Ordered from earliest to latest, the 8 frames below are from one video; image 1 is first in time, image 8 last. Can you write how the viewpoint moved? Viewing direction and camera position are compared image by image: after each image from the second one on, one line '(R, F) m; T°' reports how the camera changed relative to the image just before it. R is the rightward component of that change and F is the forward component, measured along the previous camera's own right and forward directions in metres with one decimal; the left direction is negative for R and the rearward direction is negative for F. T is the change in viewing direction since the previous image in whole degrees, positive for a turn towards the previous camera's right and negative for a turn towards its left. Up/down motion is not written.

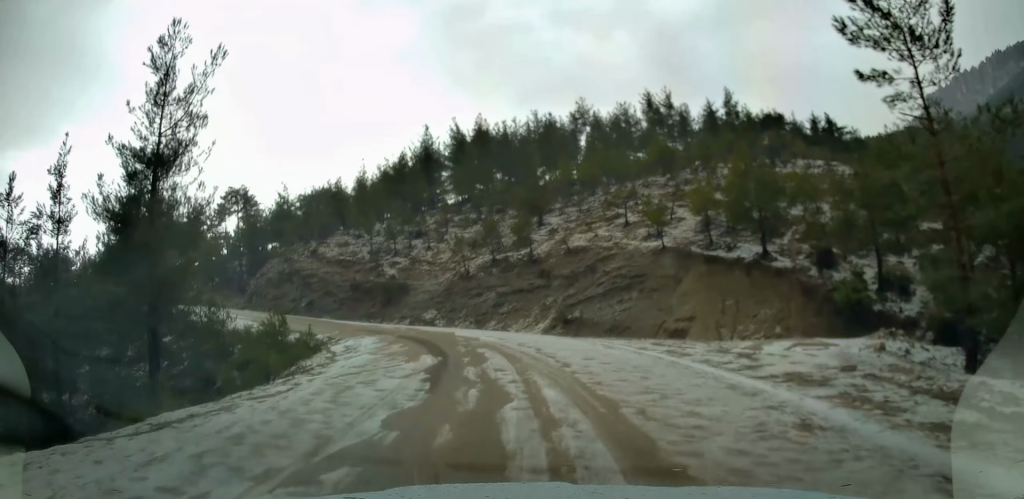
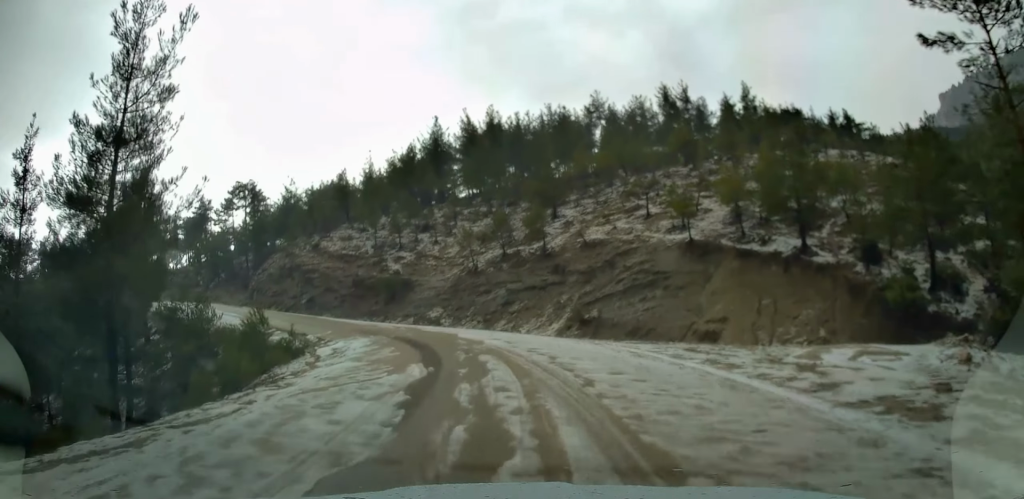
(0.0, +2.8) m; -1°
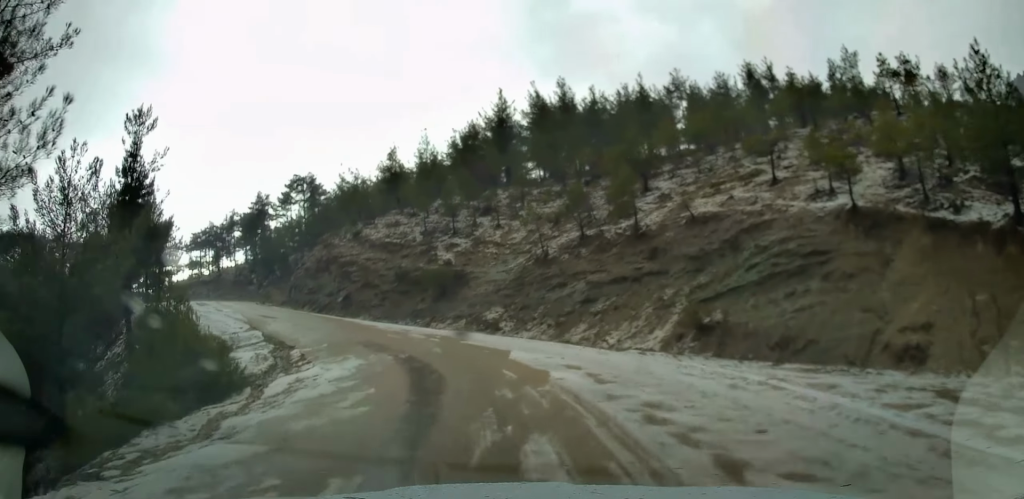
(-0.3, +8.9) m; -8°
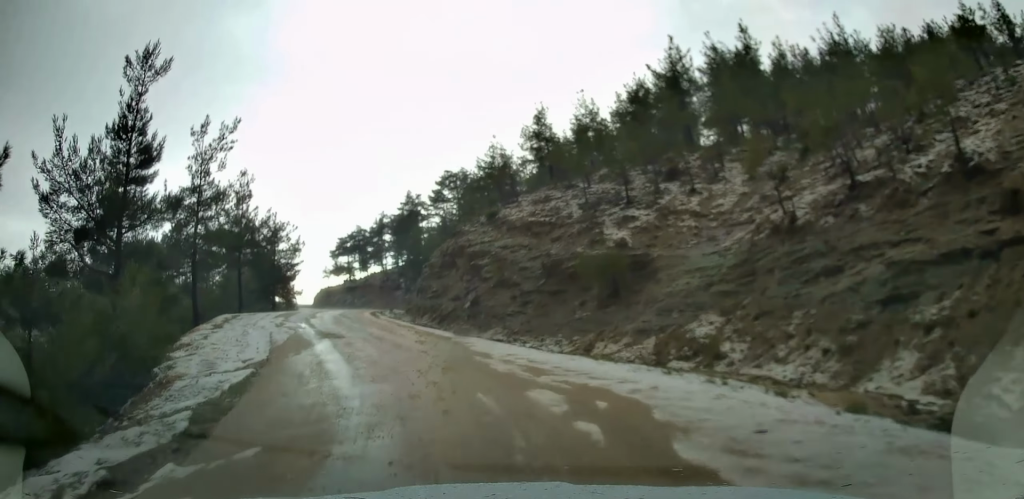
(-1.9, +12.5) m; -20°
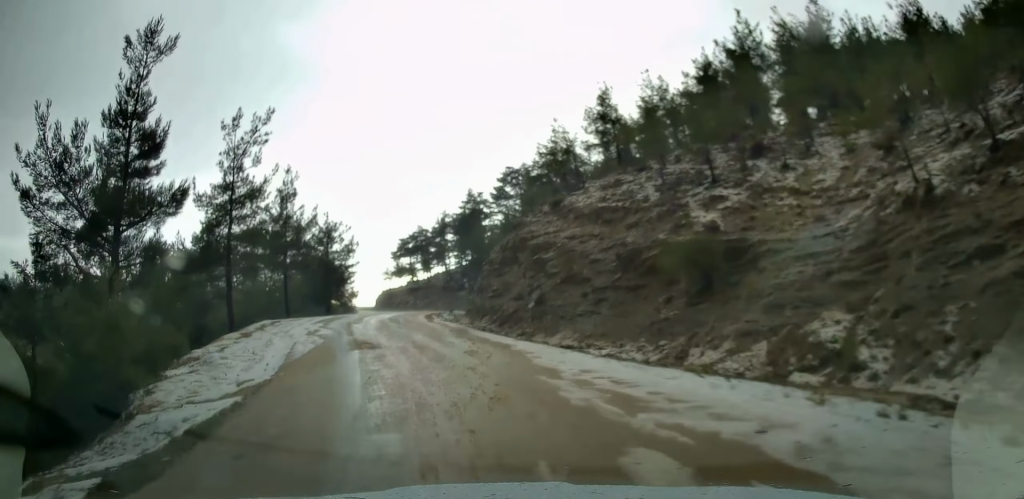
(-0.4, +3.6) m; -5°
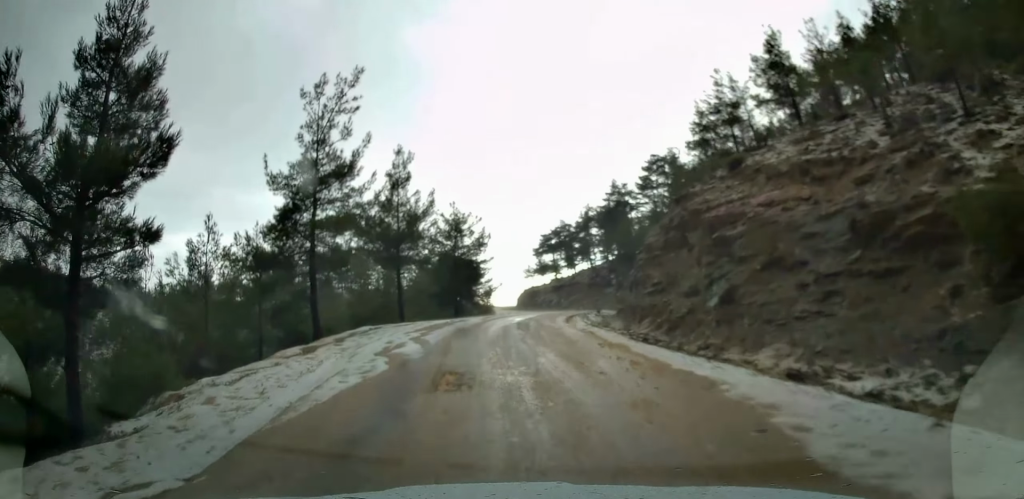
(-0.8, +7.4) m; -9°
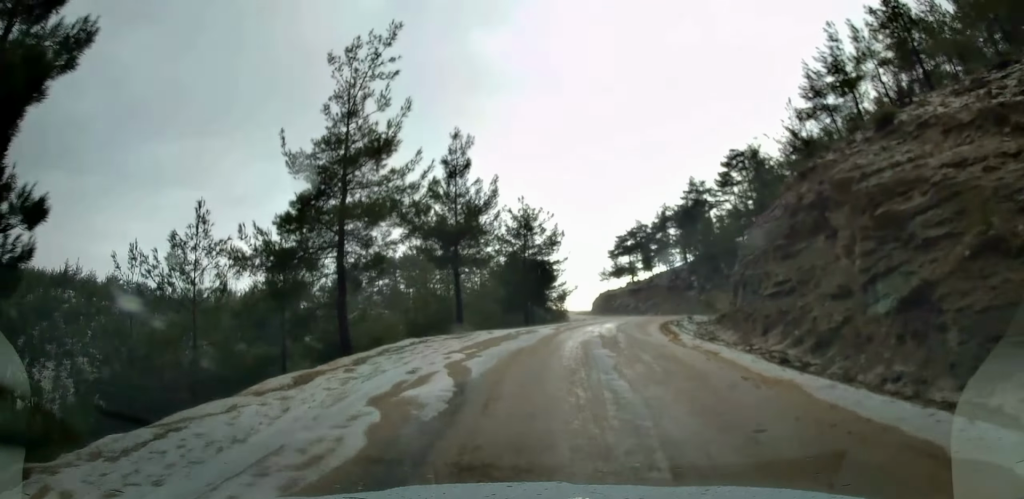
(-0.2, +5.6) m; -4°
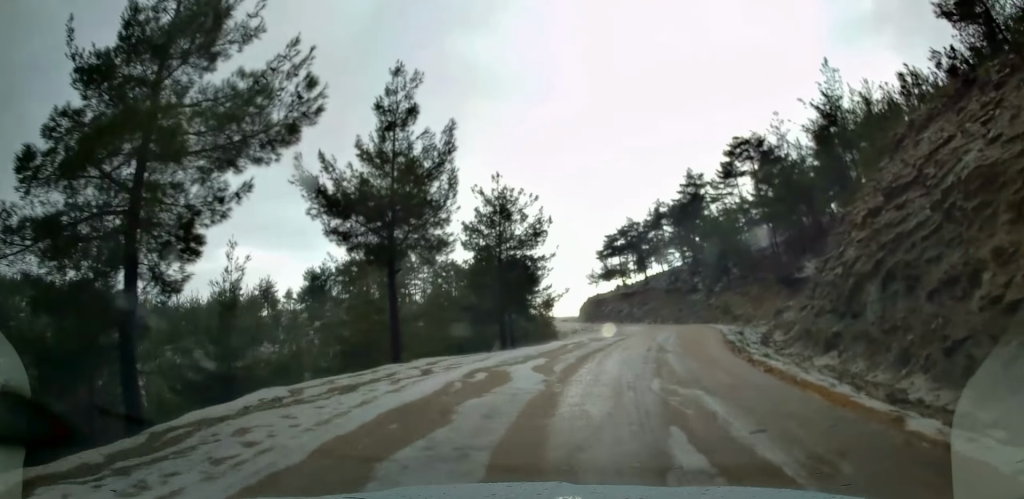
(-0.4, +11.5) m; +1°
